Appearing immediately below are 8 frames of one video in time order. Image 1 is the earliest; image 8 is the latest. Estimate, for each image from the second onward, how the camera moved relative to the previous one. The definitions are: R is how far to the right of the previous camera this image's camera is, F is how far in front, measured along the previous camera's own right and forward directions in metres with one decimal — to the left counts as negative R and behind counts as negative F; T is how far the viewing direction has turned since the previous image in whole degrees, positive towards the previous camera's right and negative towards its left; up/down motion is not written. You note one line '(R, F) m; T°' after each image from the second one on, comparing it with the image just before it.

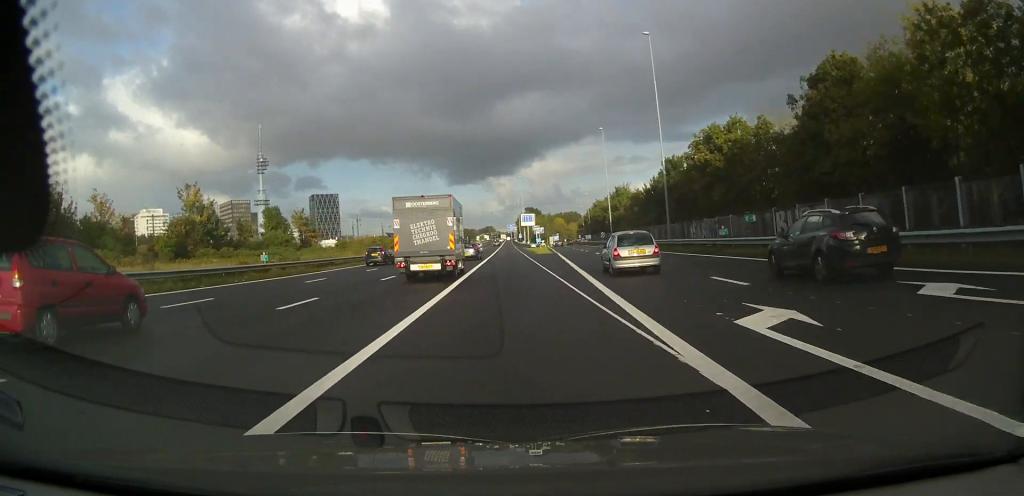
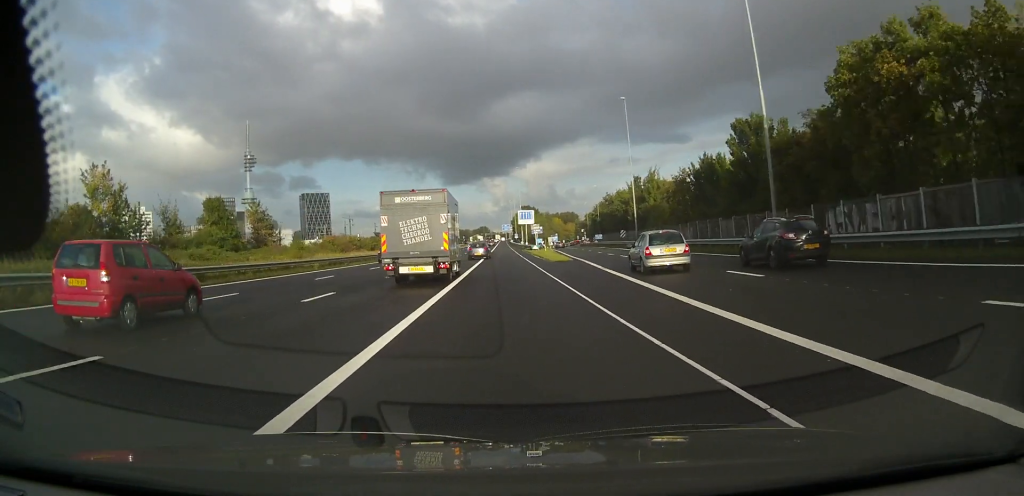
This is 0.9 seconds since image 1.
(+0.3, +21.9) m; +1°
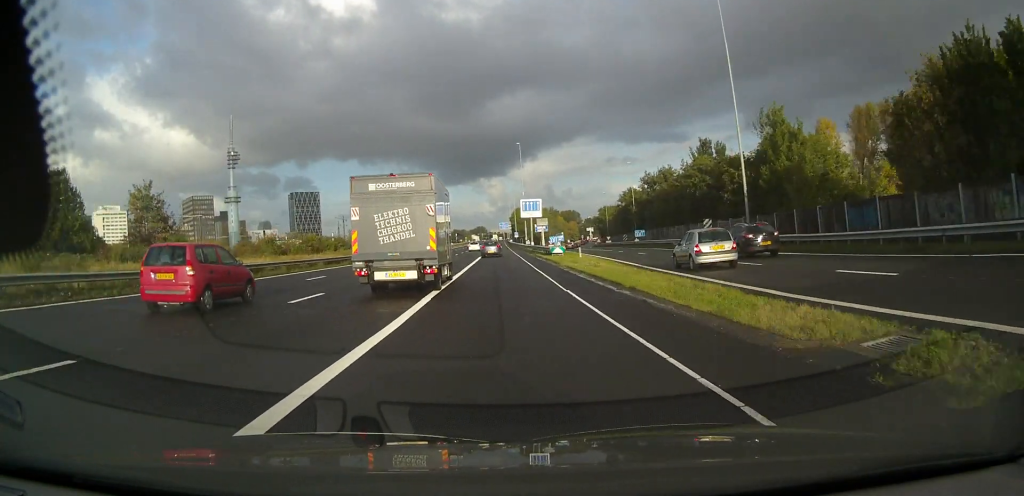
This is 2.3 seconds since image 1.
(-0.3, +36.2) m; -1°
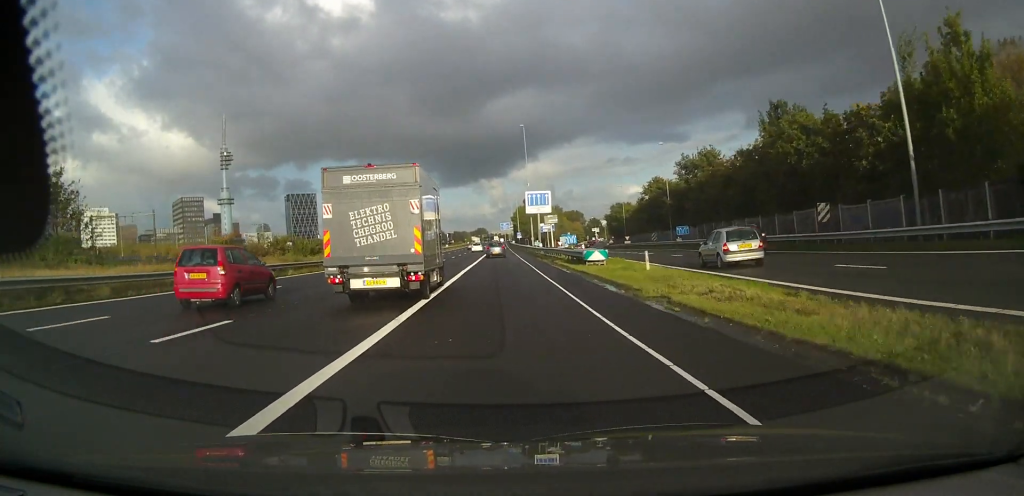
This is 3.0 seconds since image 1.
(-0.2, +18.5) m; 0°
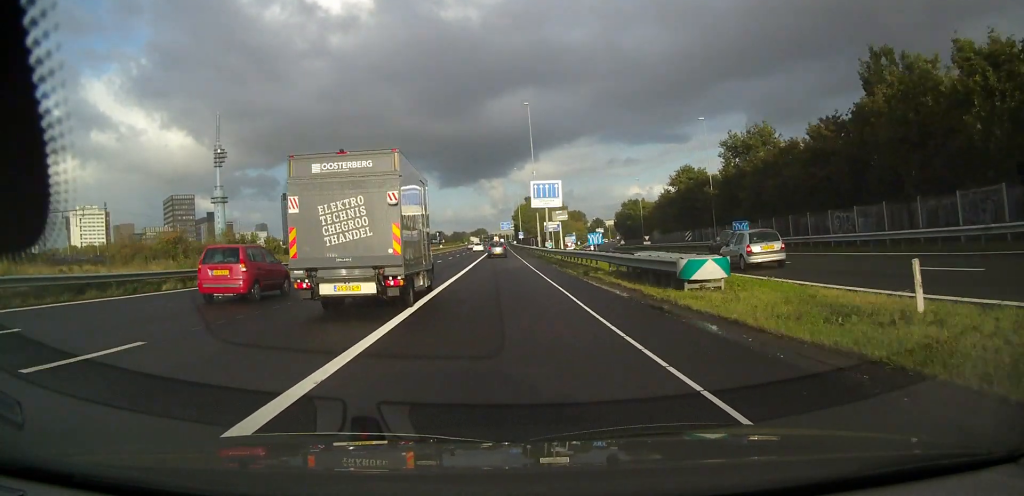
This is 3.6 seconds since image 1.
(+0.3, +15.1) m; 0°
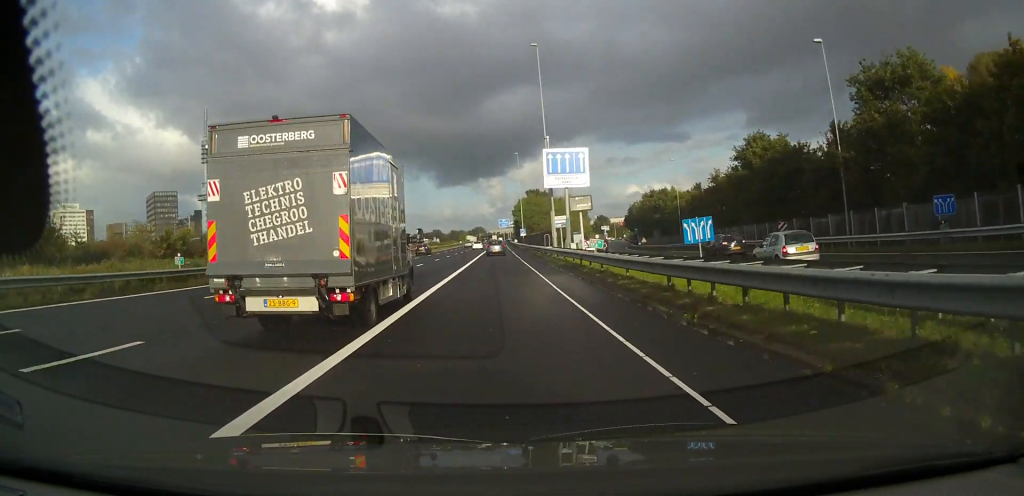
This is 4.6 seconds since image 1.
(-0.1, +23.4) m; 0°
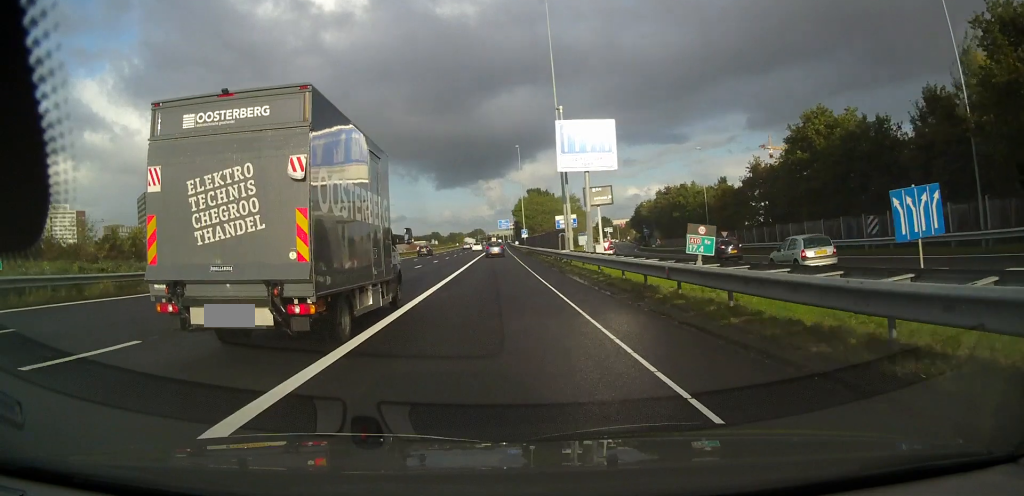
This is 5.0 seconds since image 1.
(0.0, +11.7) m; 0°
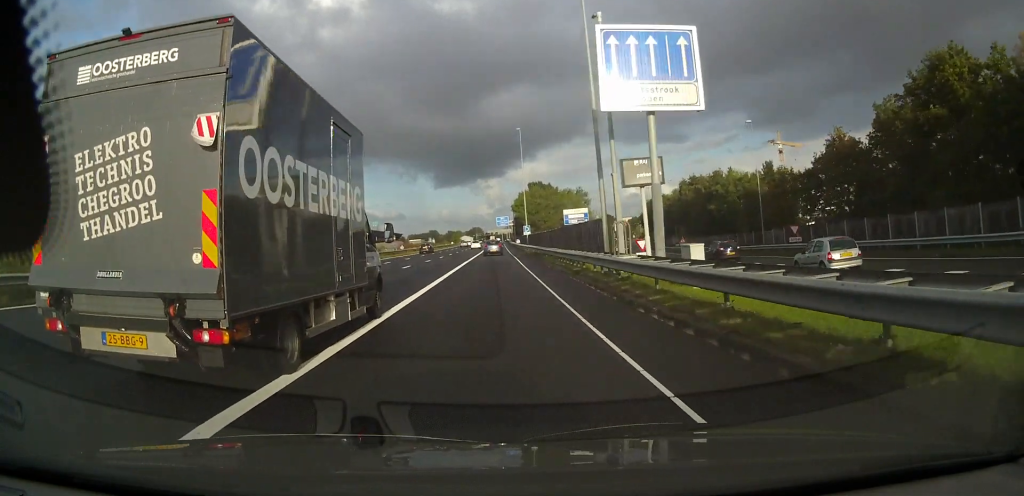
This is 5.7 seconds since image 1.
(+0.1, +16.0) m; +1°
